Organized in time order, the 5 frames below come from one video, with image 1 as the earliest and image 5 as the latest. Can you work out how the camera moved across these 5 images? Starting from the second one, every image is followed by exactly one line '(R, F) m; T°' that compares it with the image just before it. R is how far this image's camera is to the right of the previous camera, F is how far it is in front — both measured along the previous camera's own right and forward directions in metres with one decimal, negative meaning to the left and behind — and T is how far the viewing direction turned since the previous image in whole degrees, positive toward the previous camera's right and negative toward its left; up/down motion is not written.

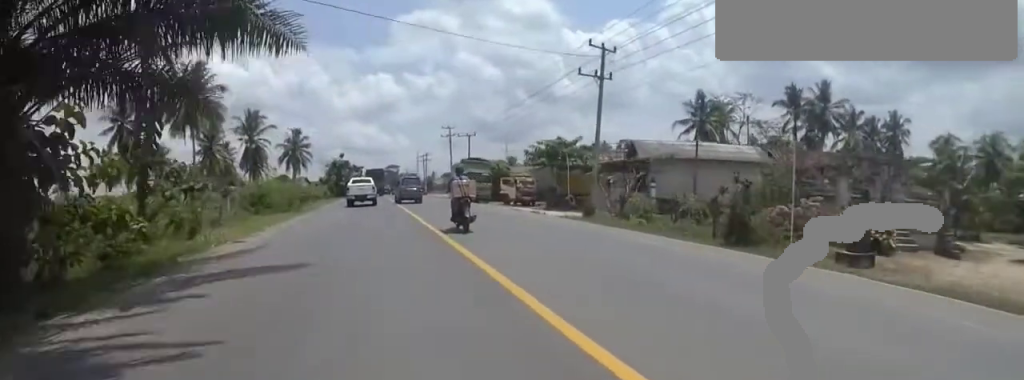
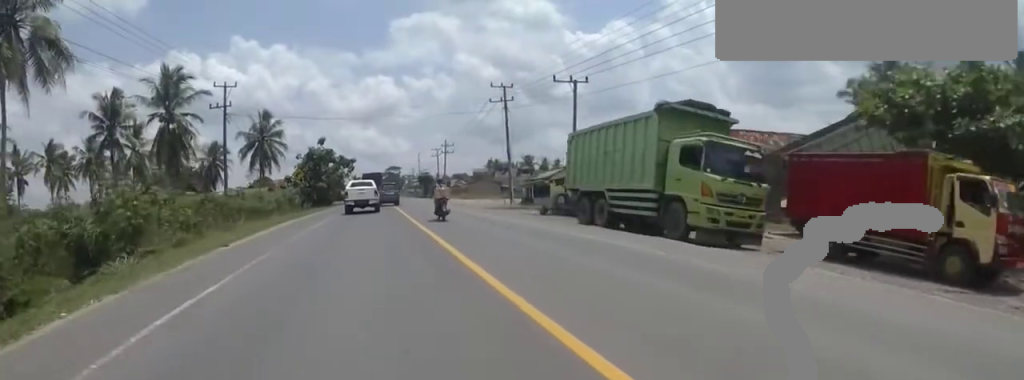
(-0.1, +30.4) m; +2°
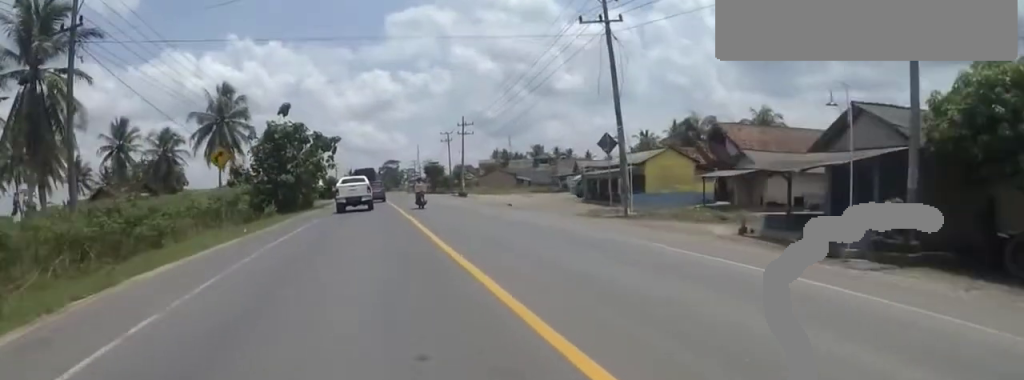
(-0.7, +18.4) m; 0°
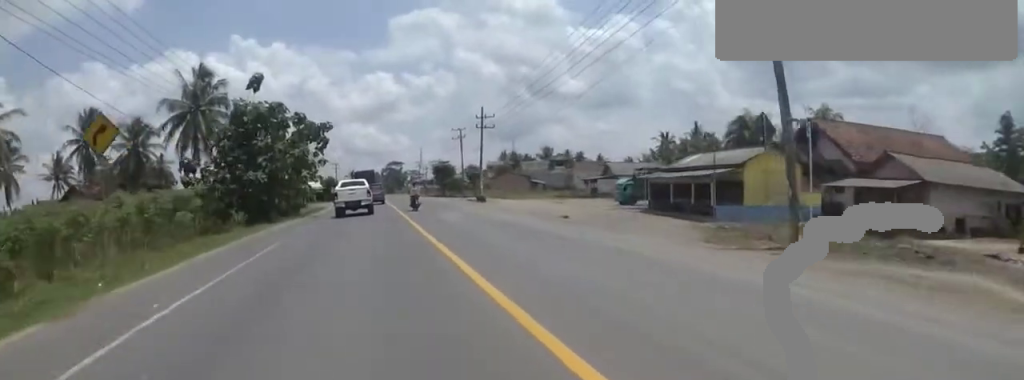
(+0.7, +9.0) m; +1°
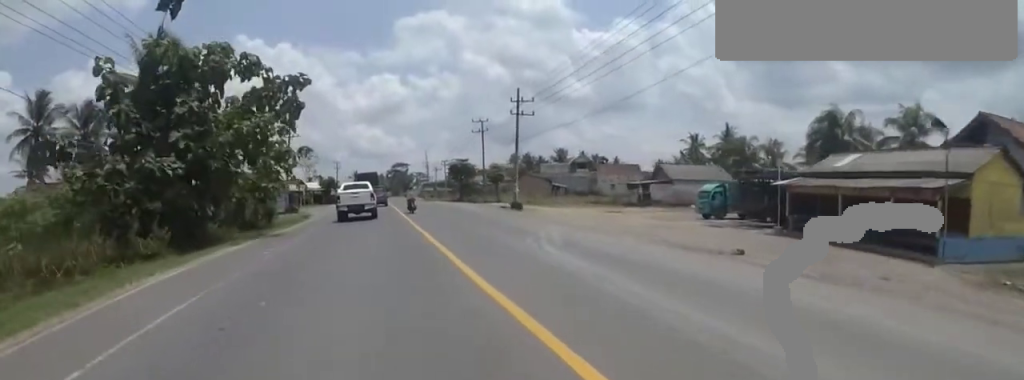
(-0.3, +11.3) m; -3°
